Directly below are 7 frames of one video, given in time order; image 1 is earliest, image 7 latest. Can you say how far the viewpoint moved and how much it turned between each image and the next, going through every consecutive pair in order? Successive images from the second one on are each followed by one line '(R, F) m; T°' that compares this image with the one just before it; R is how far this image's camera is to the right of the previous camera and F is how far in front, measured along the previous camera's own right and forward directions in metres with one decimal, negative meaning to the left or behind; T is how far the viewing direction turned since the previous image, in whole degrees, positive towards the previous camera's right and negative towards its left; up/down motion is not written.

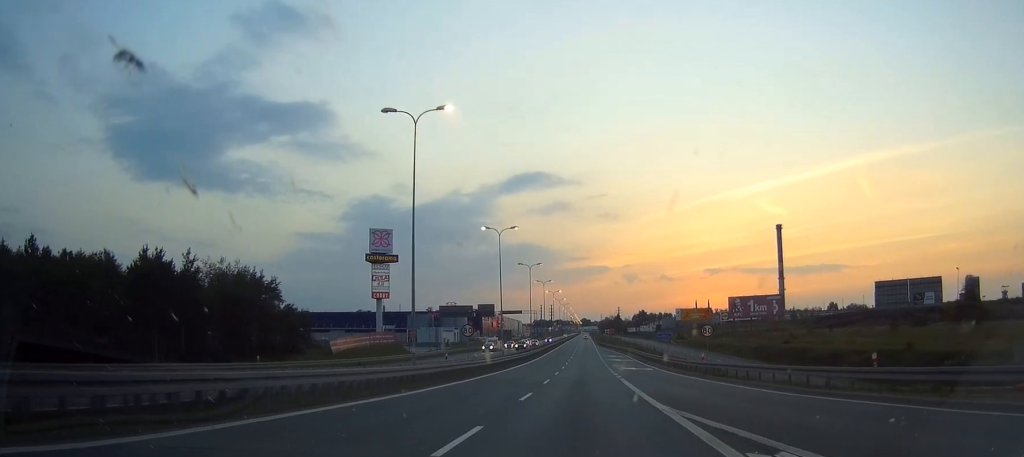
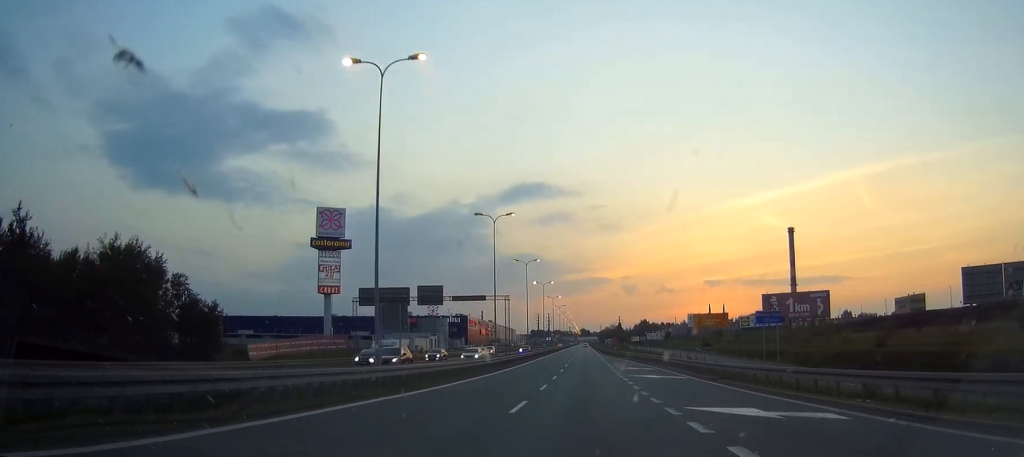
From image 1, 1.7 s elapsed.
(0.0, +29.0) m; 0°
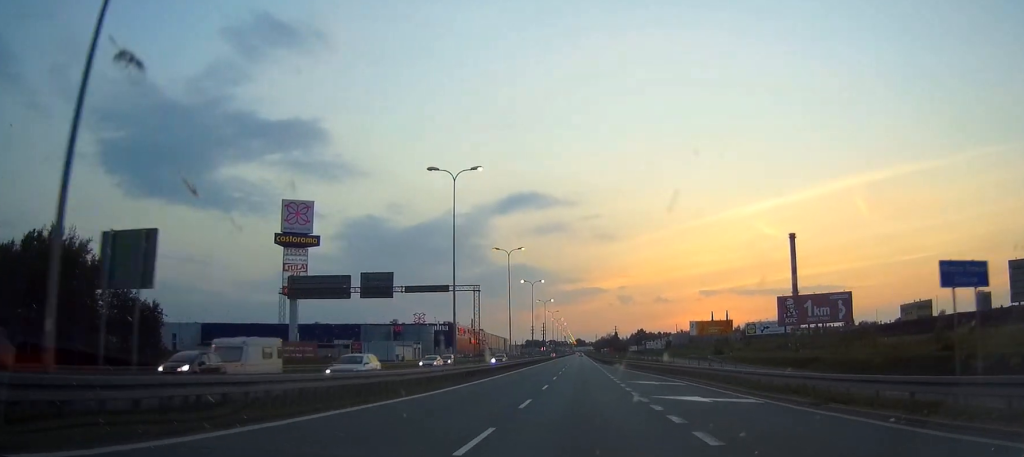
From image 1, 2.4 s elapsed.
(0.0, +12.2) m; 0°
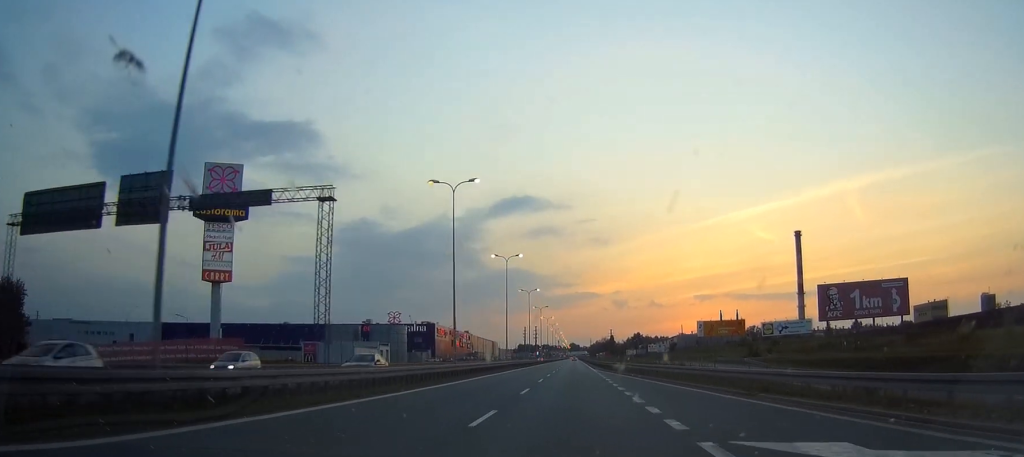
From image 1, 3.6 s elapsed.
(0.0, +21.4) m; 0°
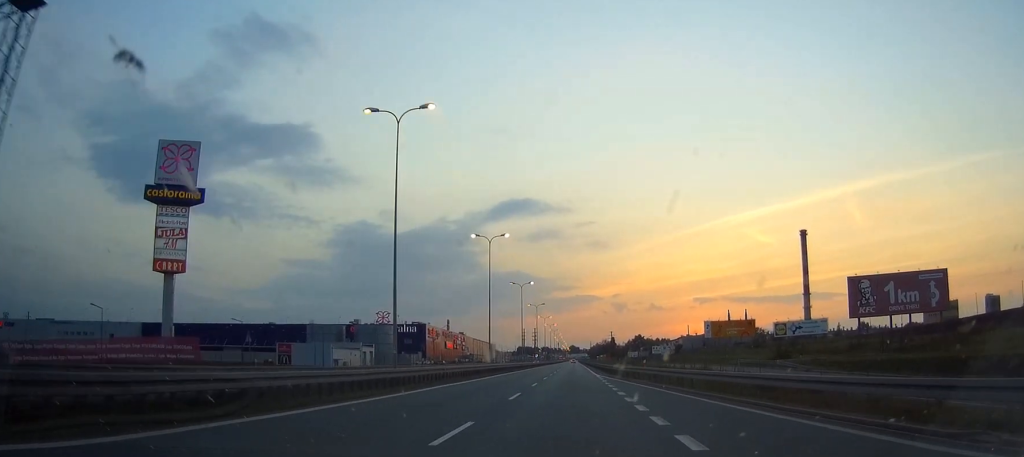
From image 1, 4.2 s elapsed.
(0.0, +10.4) m; 0°
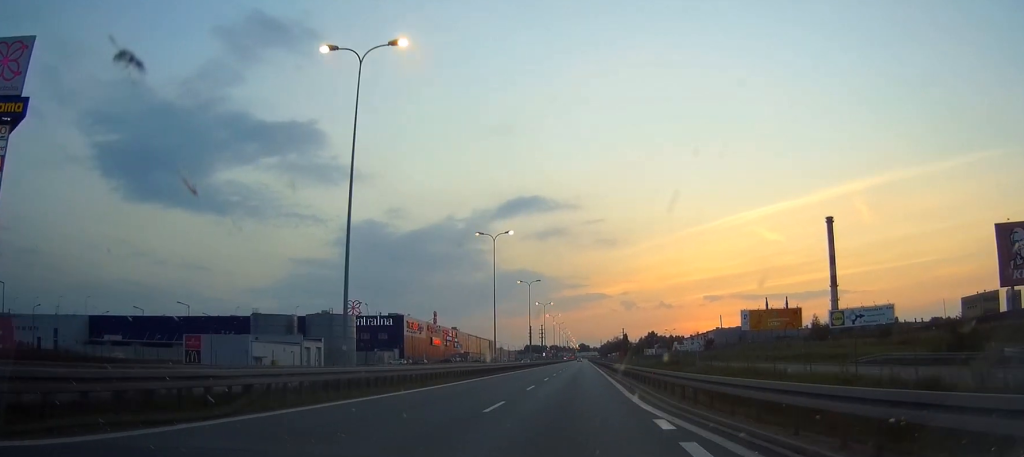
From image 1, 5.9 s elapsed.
(0.0, +29.4) m; 0°
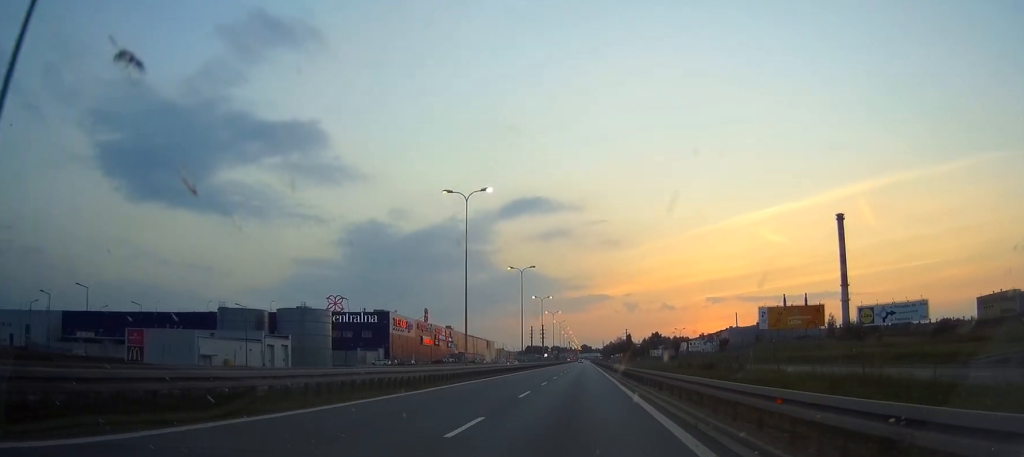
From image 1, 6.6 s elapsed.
(0.0, +12.1) m; 0°
